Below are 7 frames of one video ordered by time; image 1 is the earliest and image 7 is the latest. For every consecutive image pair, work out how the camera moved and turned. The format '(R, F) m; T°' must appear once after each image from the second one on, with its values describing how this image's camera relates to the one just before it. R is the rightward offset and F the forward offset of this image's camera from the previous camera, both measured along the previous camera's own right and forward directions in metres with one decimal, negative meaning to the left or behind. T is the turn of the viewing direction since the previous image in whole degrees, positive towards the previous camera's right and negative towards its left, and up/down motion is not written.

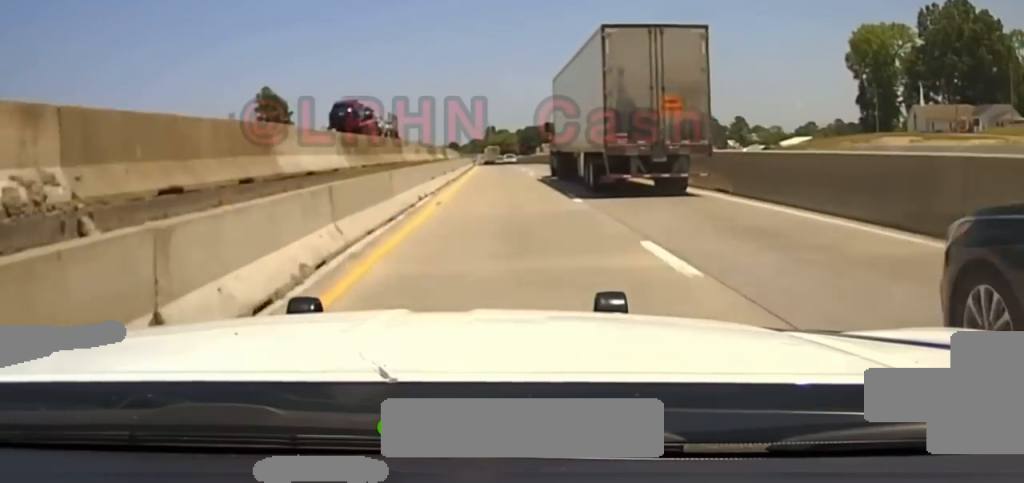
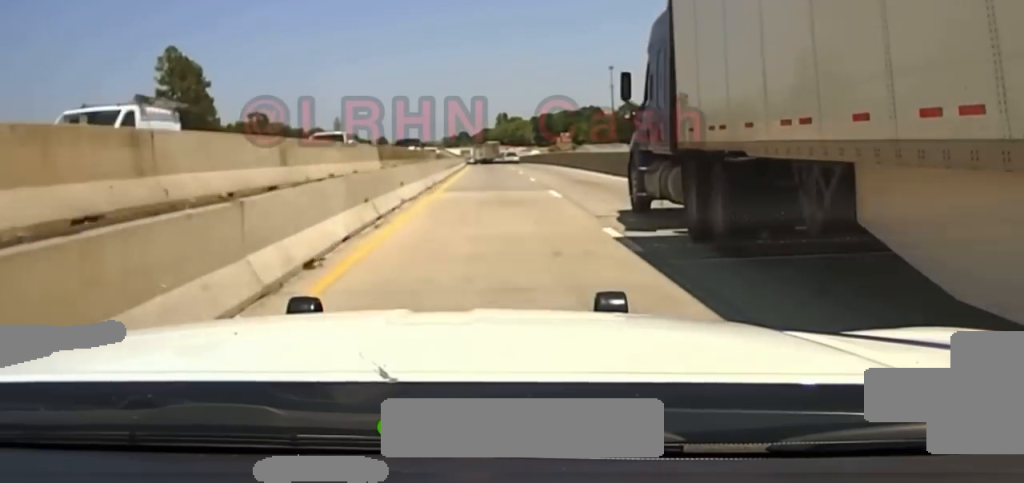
(-0.9, +63.2) m; -1°
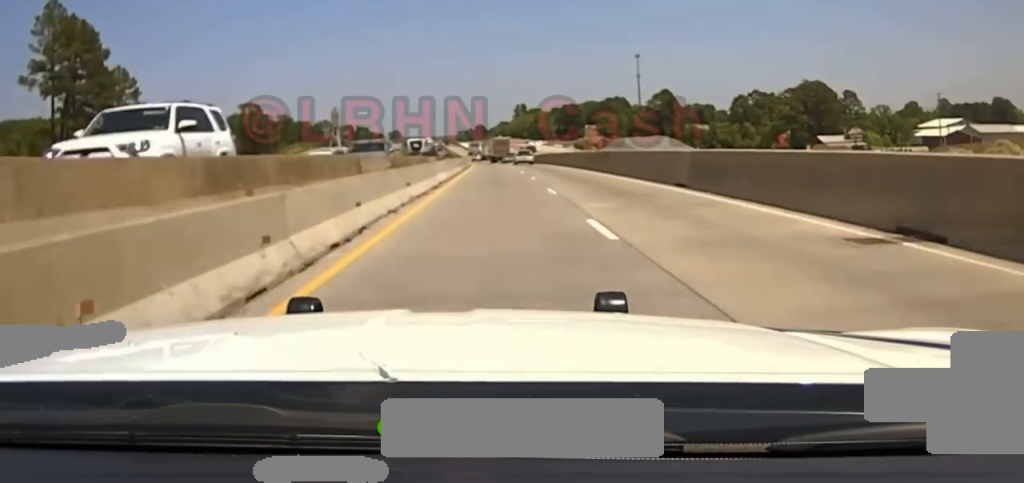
(0.0, +42.5) m; 0°
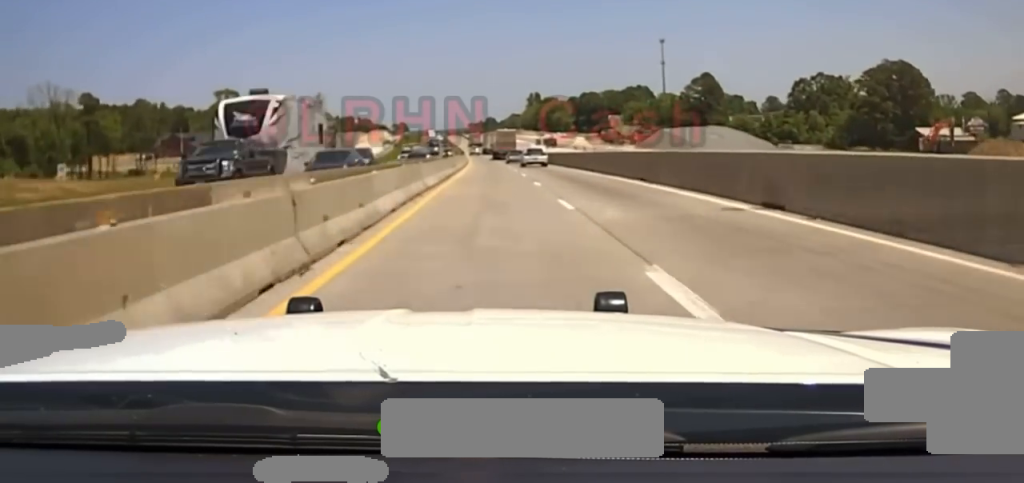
(0.0, +52.5) m; -1°
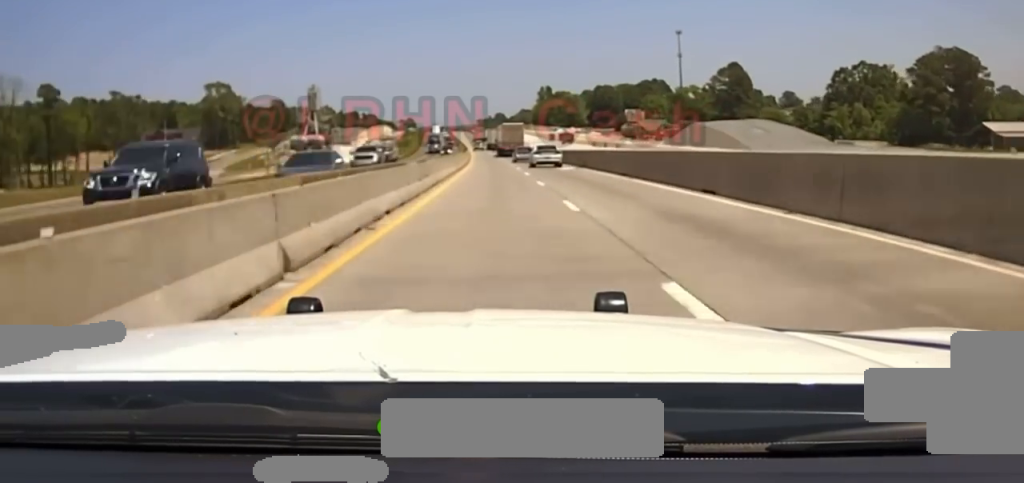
(-0.5, +25.7) m; -1°
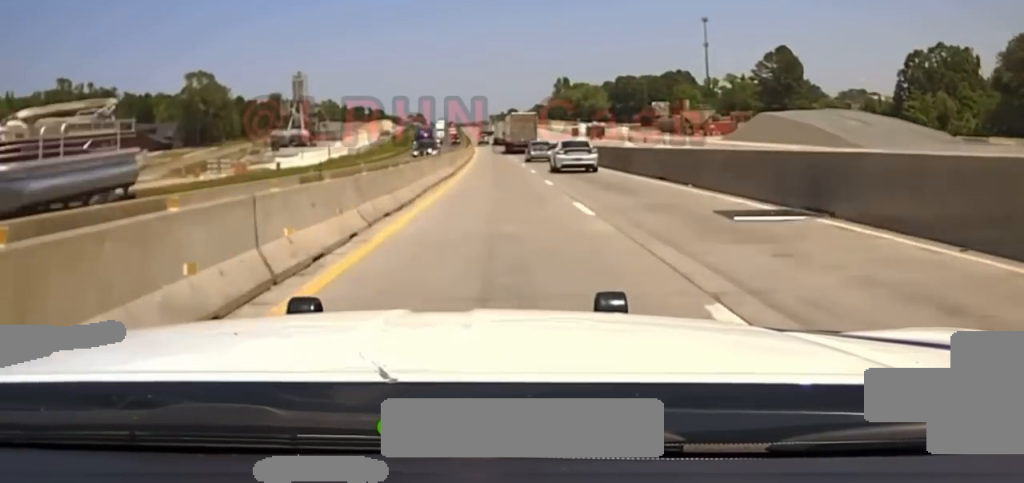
(-0.4, +37.6) m; -1°
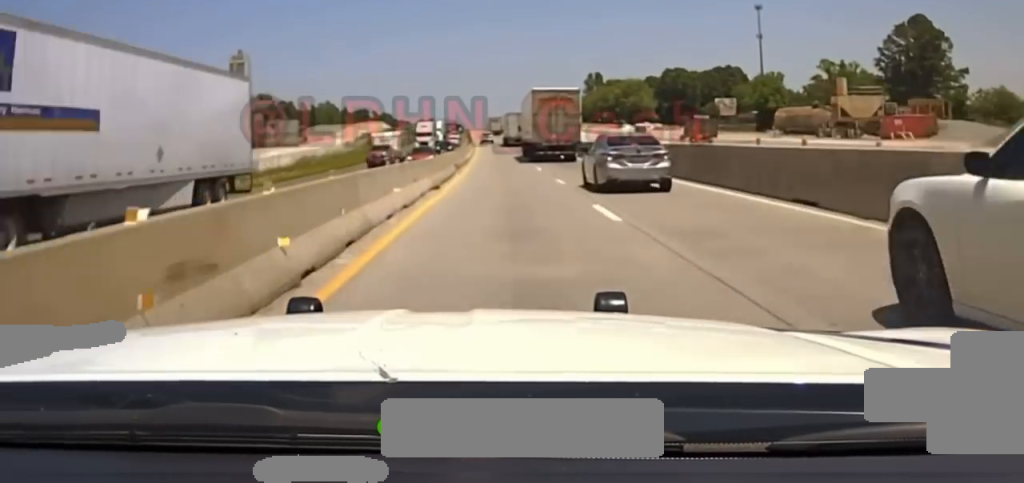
(-0.3, +83.6) m; -1°
